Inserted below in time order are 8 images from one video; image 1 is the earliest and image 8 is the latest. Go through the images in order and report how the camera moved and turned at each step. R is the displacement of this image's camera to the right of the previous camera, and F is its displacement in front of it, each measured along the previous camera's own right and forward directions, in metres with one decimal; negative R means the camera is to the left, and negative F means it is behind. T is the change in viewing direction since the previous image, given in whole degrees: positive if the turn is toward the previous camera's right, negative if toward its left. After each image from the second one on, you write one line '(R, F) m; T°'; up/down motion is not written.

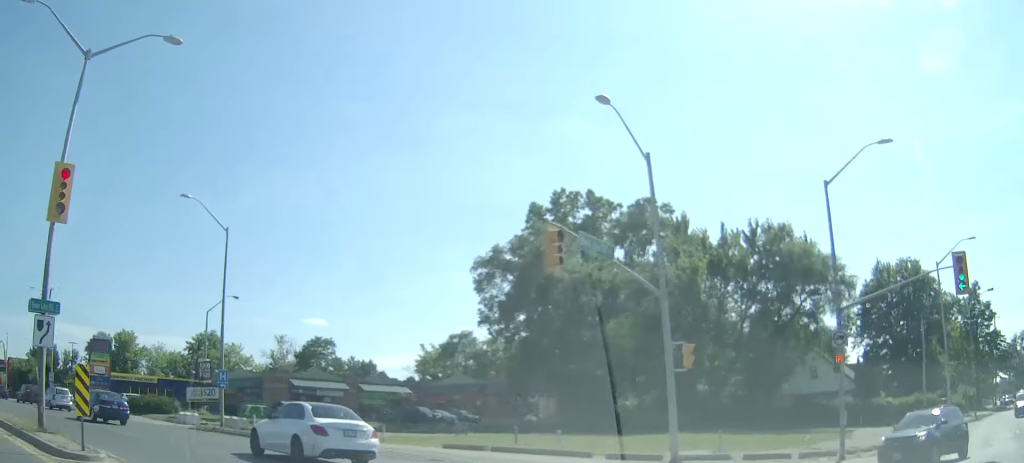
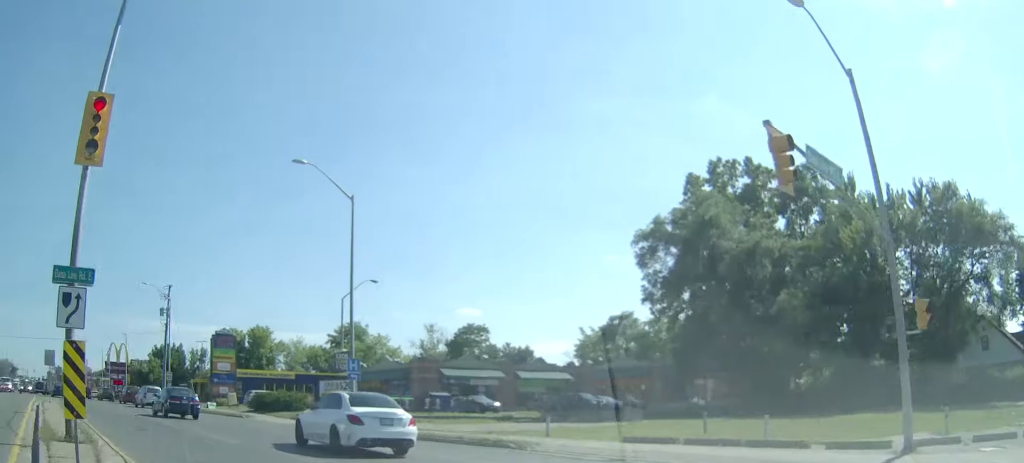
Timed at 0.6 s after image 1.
(-0.4, +4.9) m; -12°
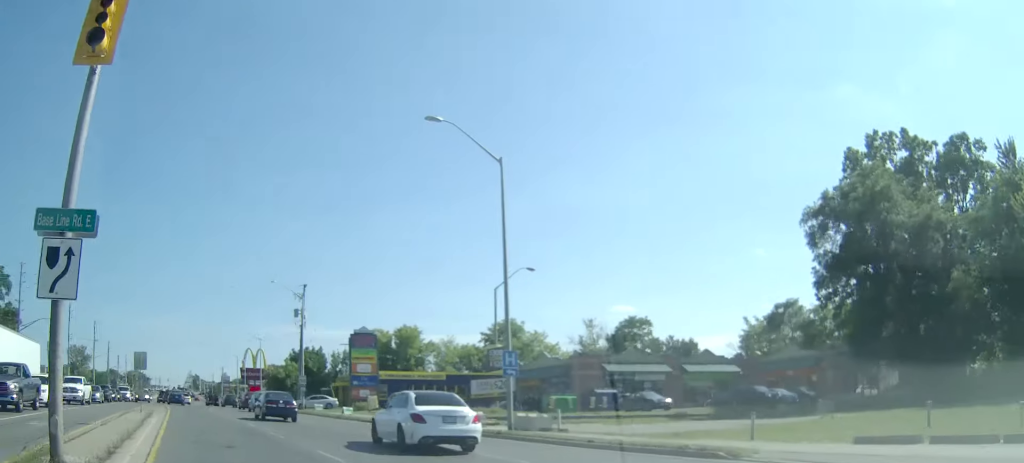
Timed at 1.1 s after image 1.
(-0.7, +4.9) m; -11°
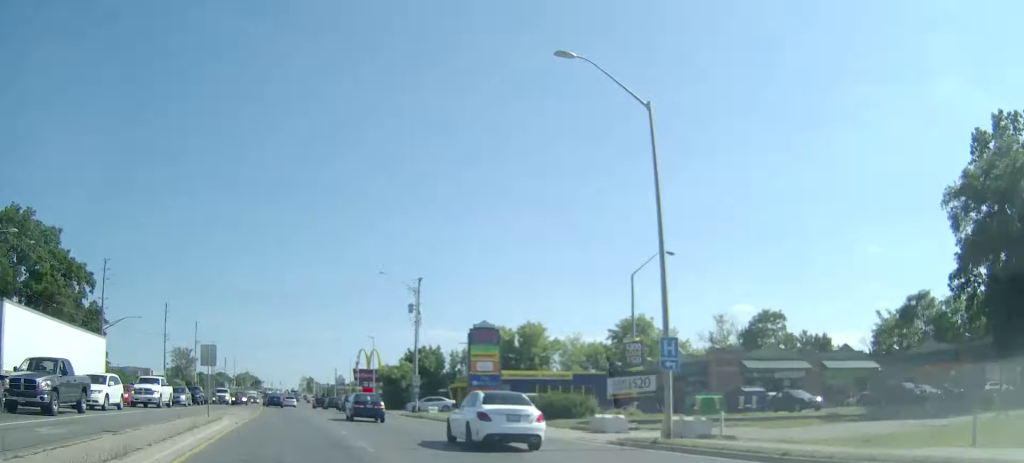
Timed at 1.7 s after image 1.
(-0.2, +5.0) m; -10°
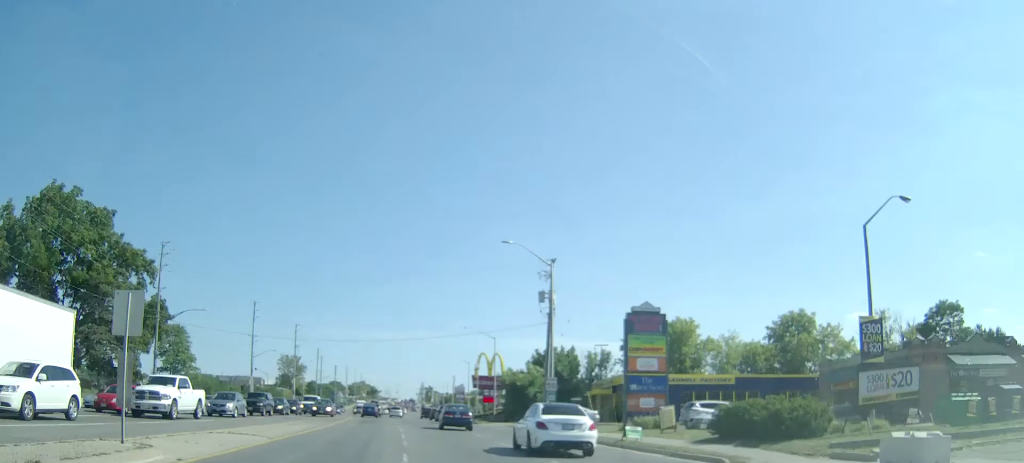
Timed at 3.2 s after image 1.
(-2.6, +13.3) m; -14°
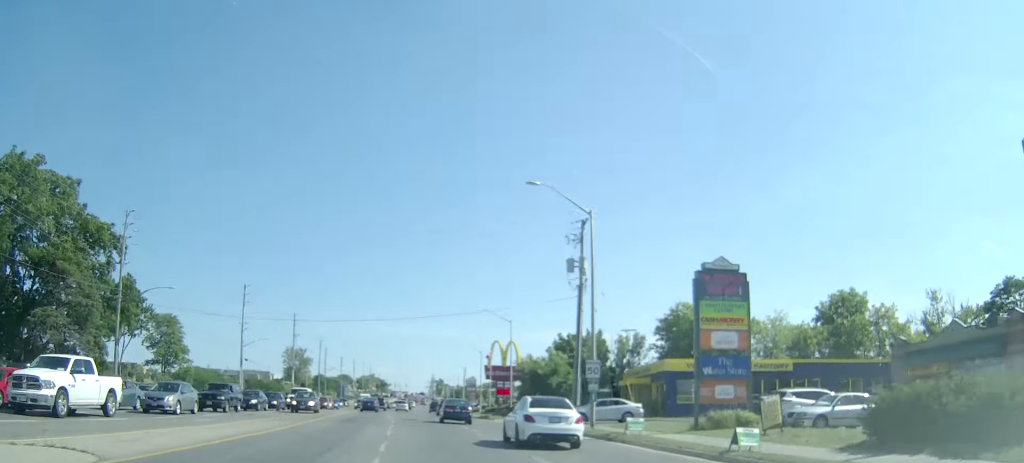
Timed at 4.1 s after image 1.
(-0.3, +9.7) m; -2°
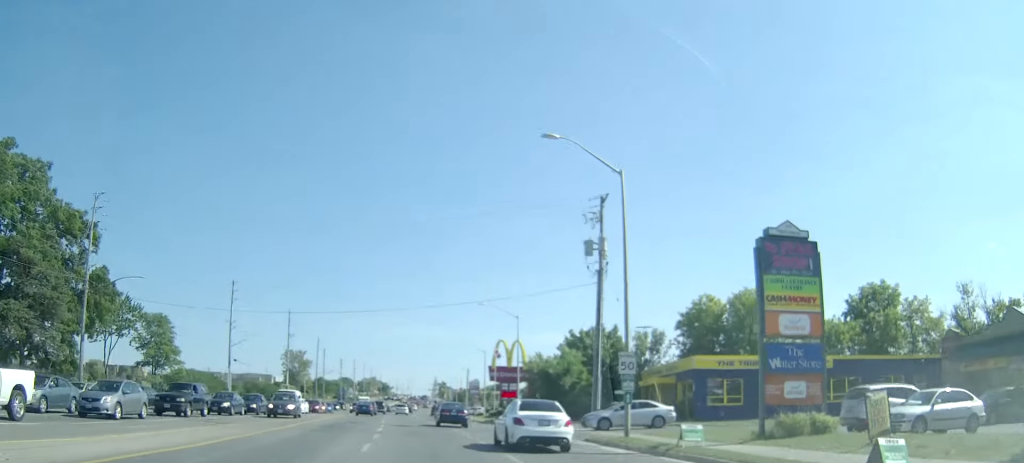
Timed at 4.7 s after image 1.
(0.0, +5.9) m; 0°
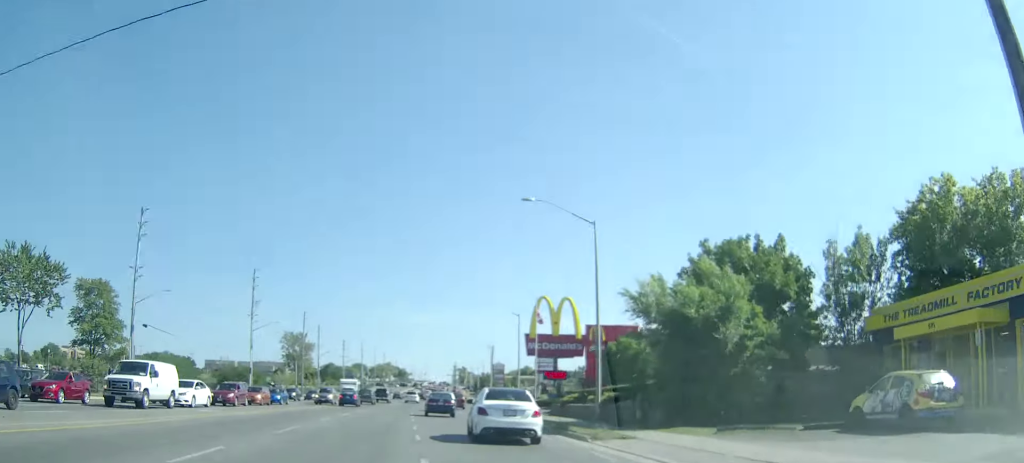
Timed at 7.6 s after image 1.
(-0.7, +32.0) m; -2°
